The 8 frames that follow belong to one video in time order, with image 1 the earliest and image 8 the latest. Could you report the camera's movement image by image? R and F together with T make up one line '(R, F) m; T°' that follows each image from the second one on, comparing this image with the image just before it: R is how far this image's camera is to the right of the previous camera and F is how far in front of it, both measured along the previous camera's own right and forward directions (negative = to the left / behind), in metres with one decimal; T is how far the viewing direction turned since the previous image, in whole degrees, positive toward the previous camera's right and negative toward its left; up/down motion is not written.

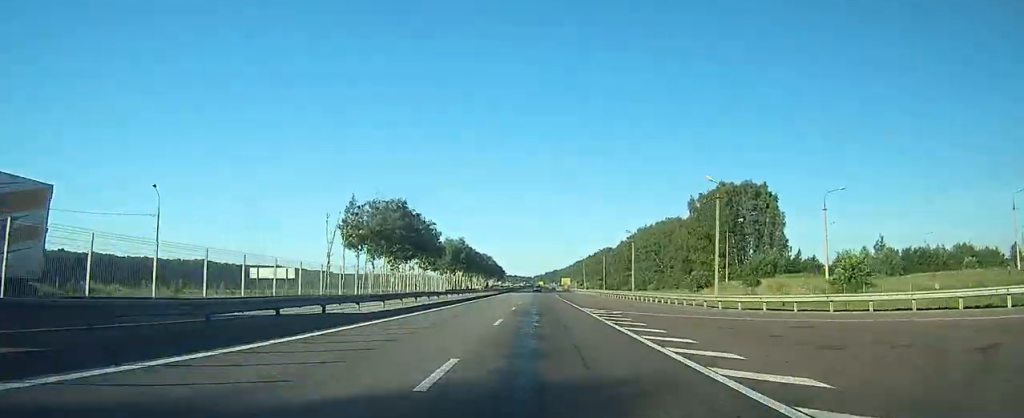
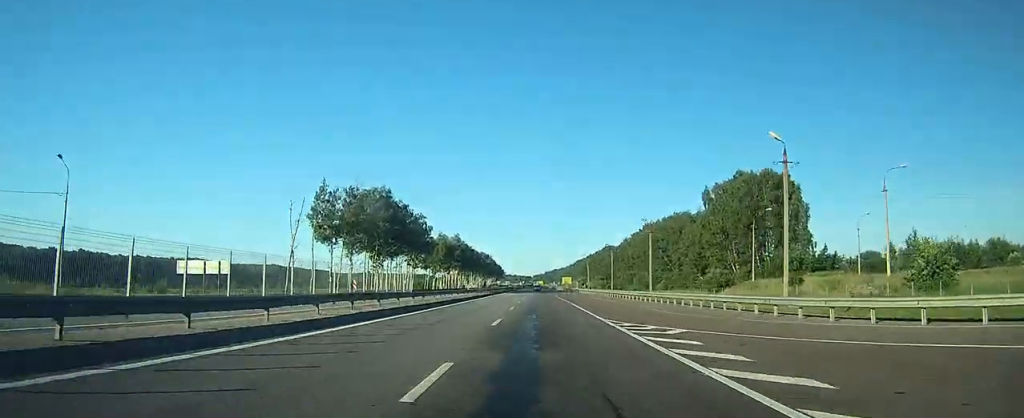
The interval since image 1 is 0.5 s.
(-0.1, +12.6) m; 0°
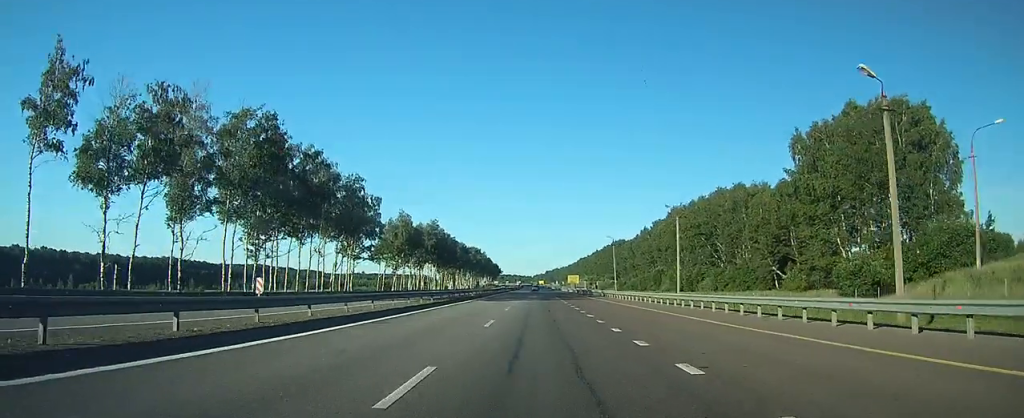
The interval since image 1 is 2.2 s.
(-0.1, +47.7) m; 0°
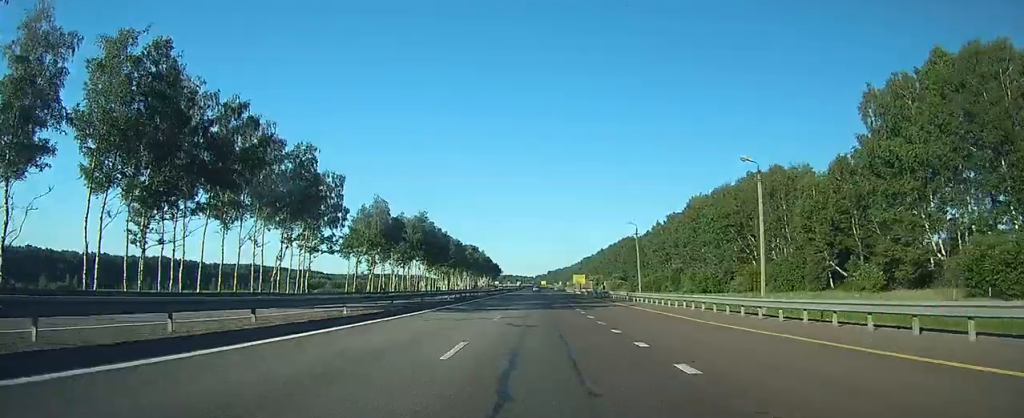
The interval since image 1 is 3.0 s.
(0.0, +19.9) m; 0°
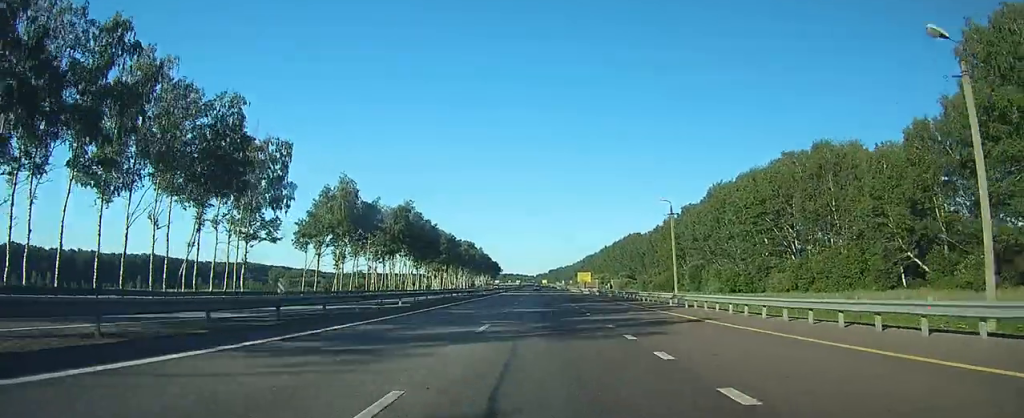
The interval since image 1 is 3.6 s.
(0.0, +18.2) m; 0°
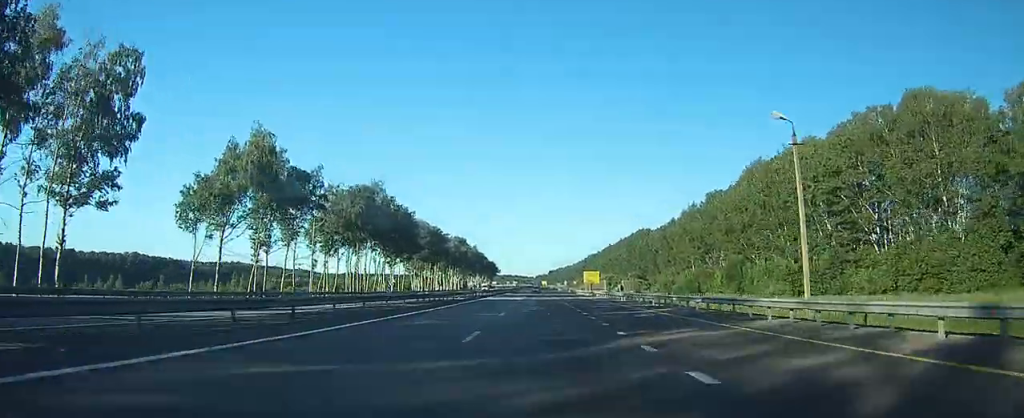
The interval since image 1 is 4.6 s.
(0.0, +26.5) m; 0°
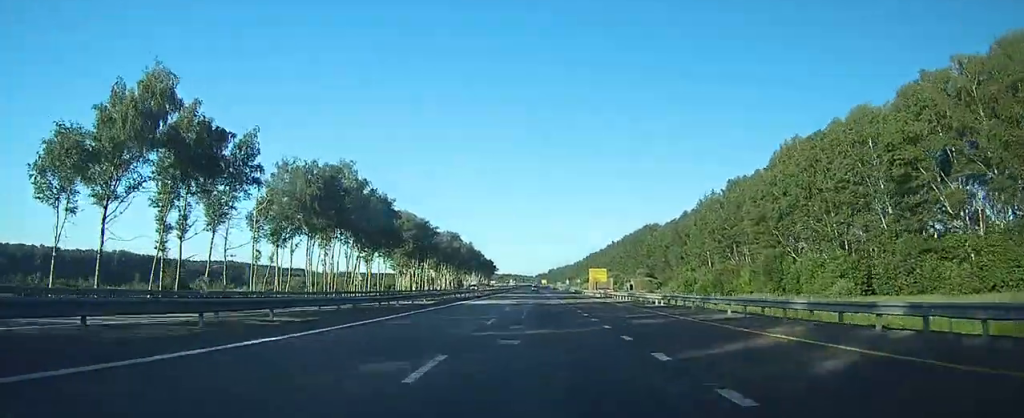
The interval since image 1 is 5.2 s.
(0.0, +17.4) m; 0°
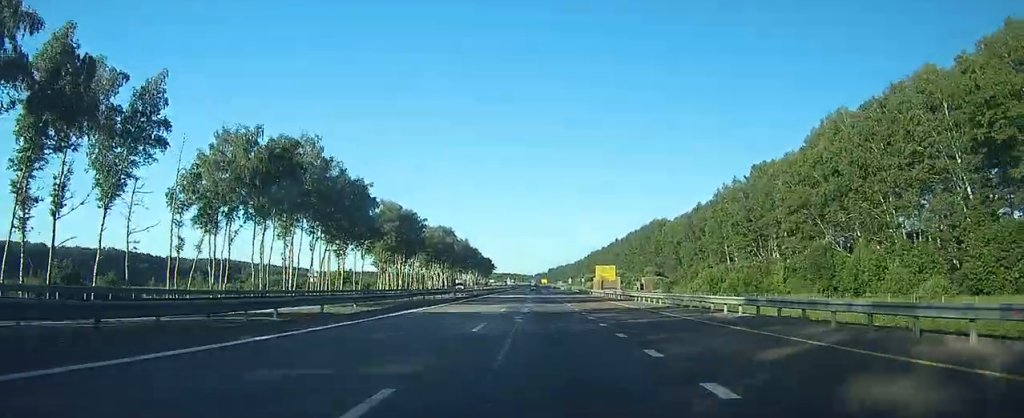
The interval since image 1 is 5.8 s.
(0.0, +15.6) m; 0°
